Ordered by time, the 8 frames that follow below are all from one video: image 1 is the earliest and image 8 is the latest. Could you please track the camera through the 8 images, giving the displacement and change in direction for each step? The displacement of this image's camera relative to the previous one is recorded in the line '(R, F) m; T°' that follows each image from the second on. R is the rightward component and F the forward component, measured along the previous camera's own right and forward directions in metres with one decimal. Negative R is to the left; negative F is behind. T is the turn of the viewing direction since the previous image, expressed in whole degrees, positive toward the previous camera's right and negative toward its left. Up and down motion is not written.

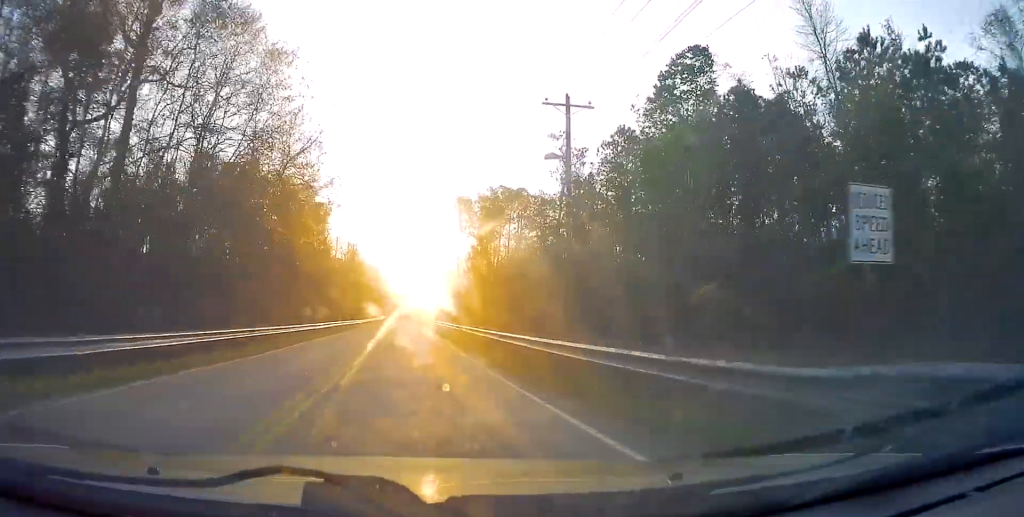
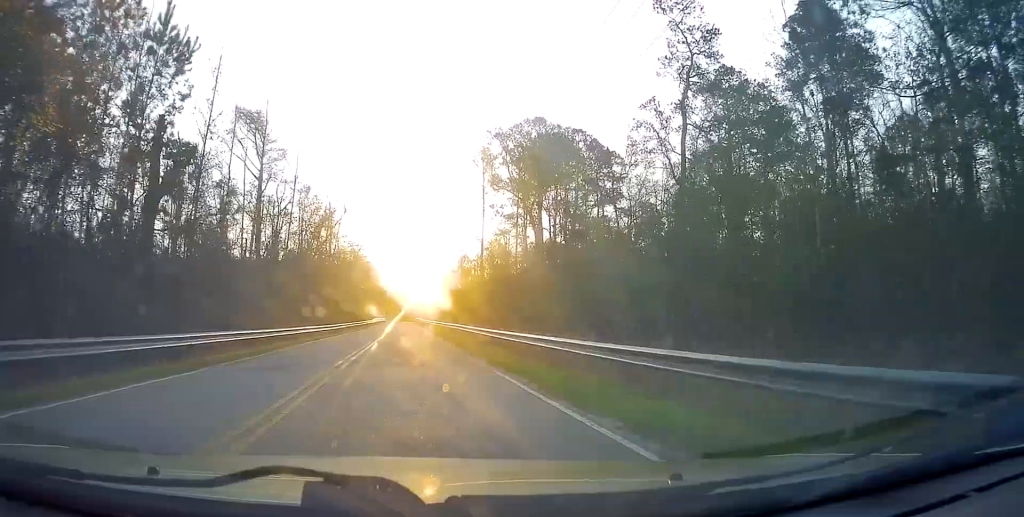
(+0.2, +40.8) m; -1°
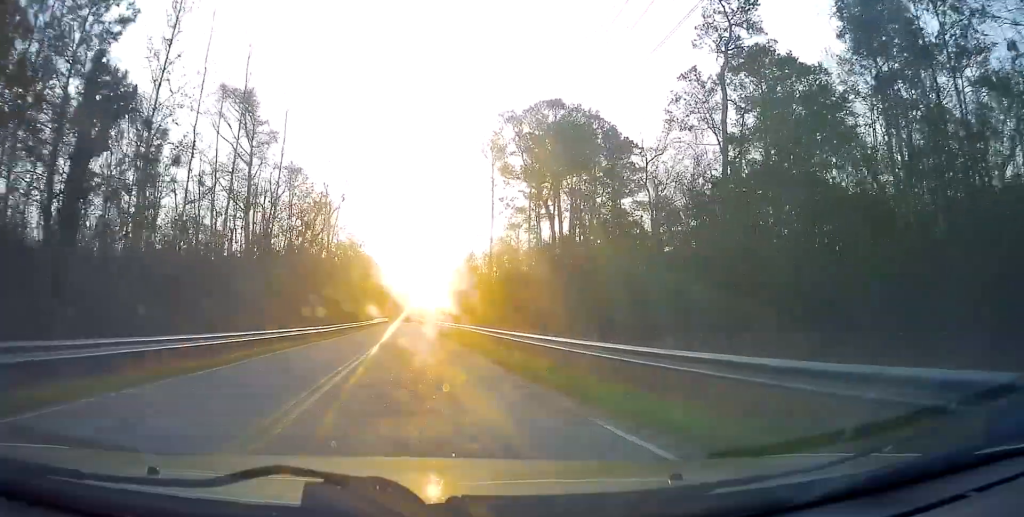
(-0.2, +6.4) m; 0°
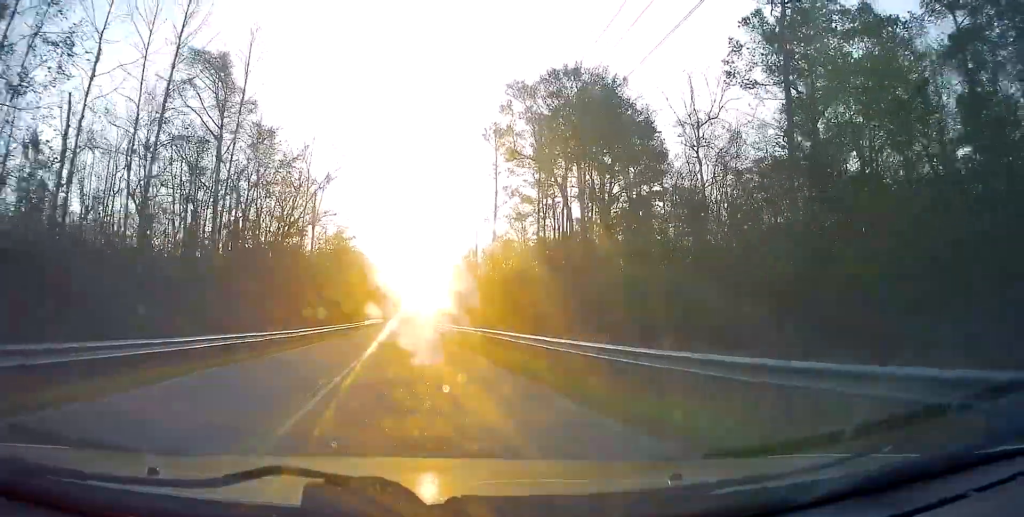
(-0.1, +9.0) m; 0°
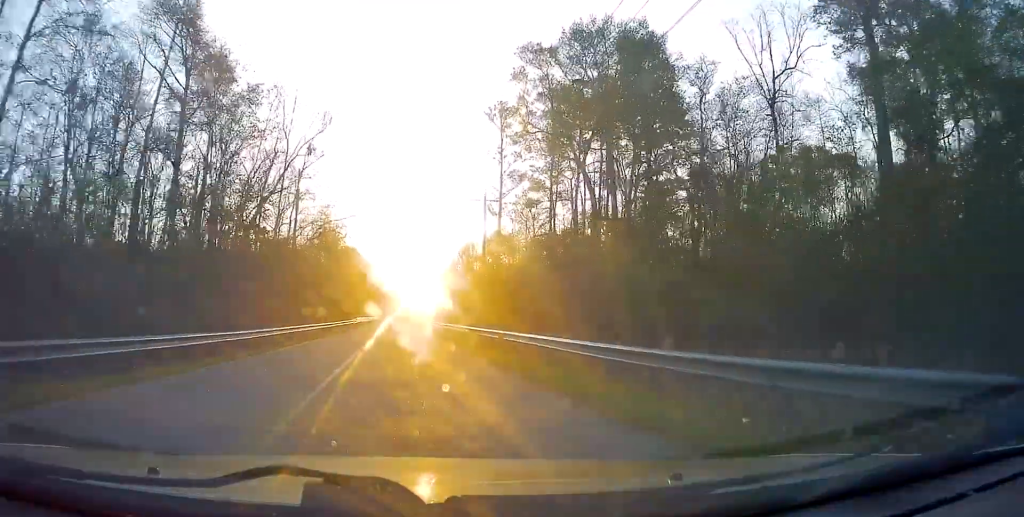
(+0.2, +8.7) m; +1°
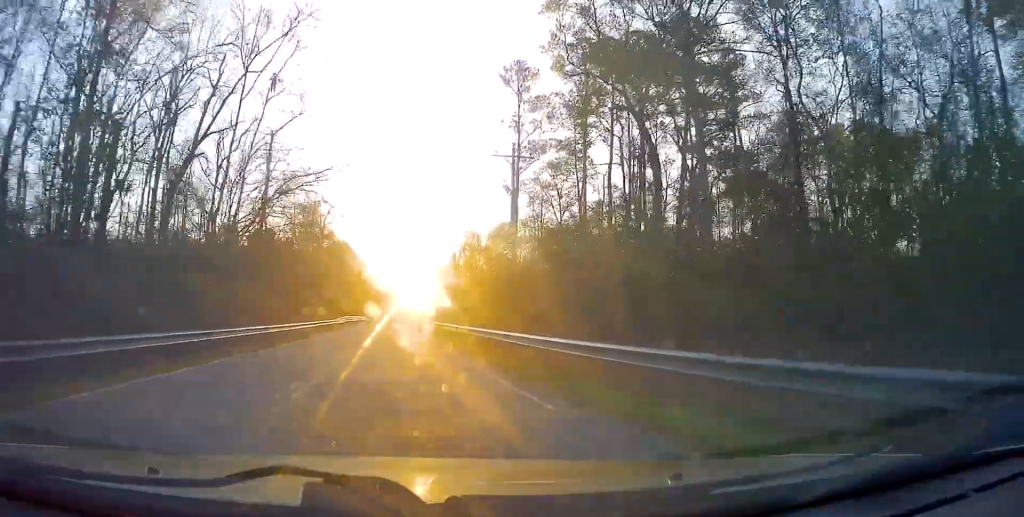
(+0.1, +13.3) m; 0°
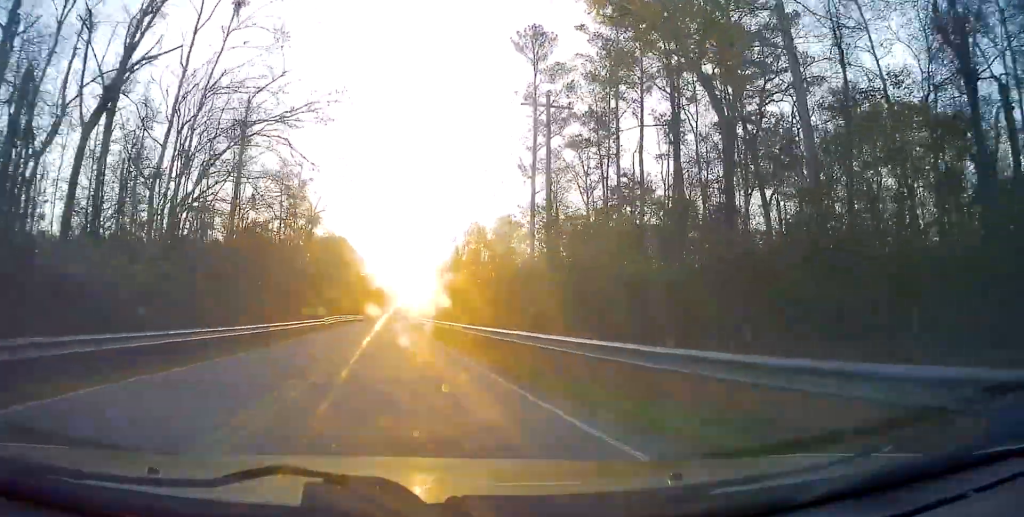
(0.0, +8.6) m; 0°
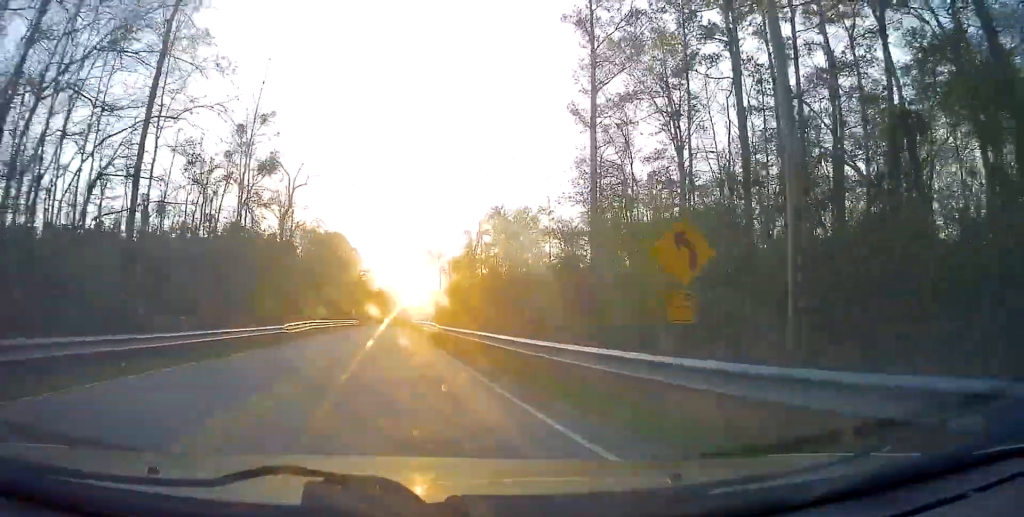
(0.0, +16.6) m; 0°
